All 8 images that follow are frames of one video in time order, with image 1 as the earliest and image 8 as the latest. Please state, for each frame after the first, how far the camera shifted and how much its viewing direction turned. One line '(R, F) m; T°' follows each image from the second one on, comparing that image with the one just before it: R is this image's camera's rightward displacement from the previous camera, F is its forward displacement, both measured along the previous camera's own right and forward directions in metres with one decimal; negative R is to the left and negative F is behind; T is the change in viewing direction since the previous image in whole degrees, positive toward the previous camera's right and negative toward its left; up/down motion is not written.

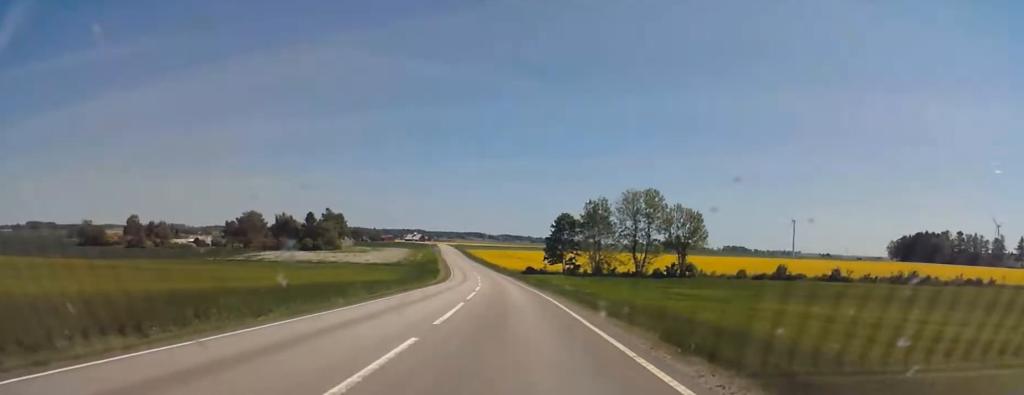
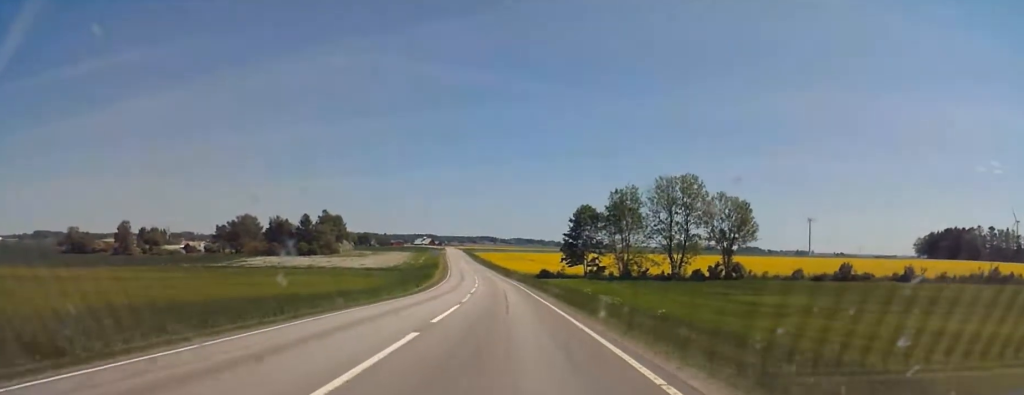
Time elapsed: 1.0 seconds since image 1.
(-0.6, +25.7) m; -3°
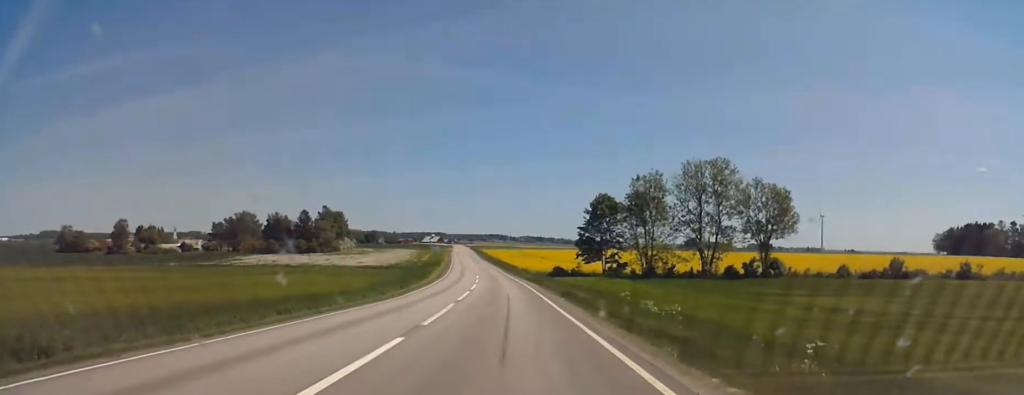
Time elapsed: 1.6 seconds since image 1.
(-0.2, +16.0) m; -2°
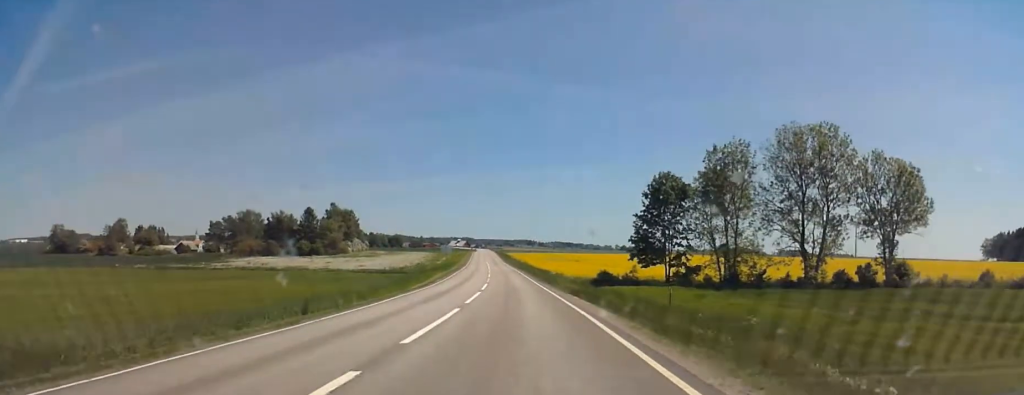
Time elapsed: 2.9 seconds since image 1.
(-1.3, +37.9) m; -3°
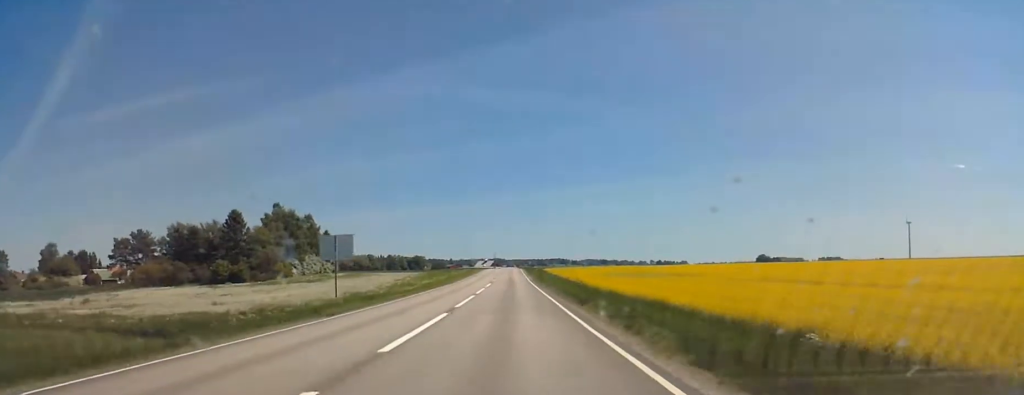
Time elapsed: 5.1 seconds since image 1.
(+0.3, +65.7) m; +1°
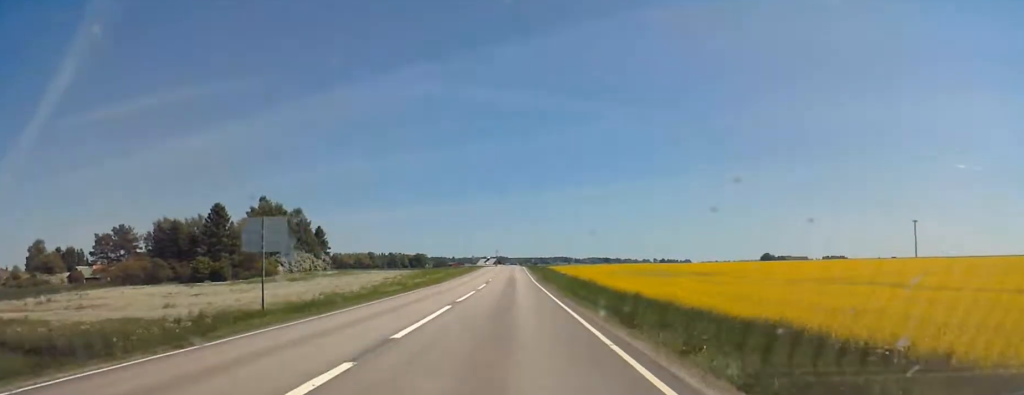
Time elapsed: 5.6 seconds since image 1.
(+0.1, +12.2) m; 0°
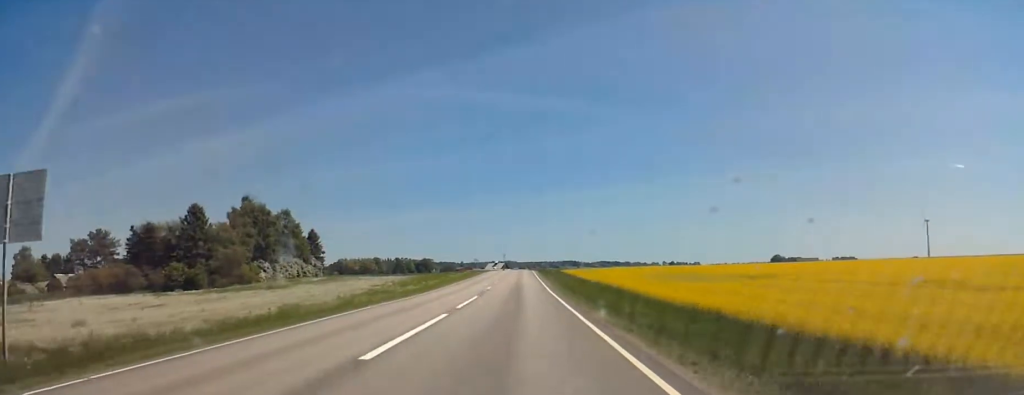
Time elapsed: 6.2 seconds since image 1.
(-0.1, +16.0) m; -1°
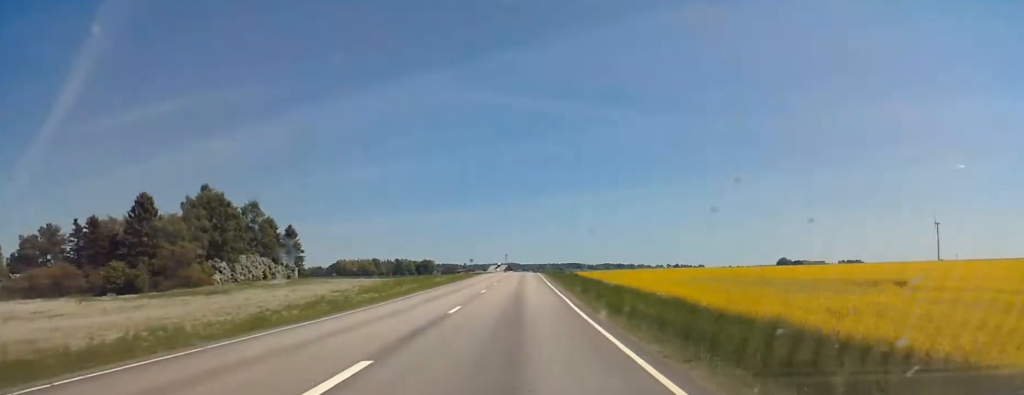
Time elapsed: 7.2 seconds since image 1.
(-0.3, +22.8) m; -1°
